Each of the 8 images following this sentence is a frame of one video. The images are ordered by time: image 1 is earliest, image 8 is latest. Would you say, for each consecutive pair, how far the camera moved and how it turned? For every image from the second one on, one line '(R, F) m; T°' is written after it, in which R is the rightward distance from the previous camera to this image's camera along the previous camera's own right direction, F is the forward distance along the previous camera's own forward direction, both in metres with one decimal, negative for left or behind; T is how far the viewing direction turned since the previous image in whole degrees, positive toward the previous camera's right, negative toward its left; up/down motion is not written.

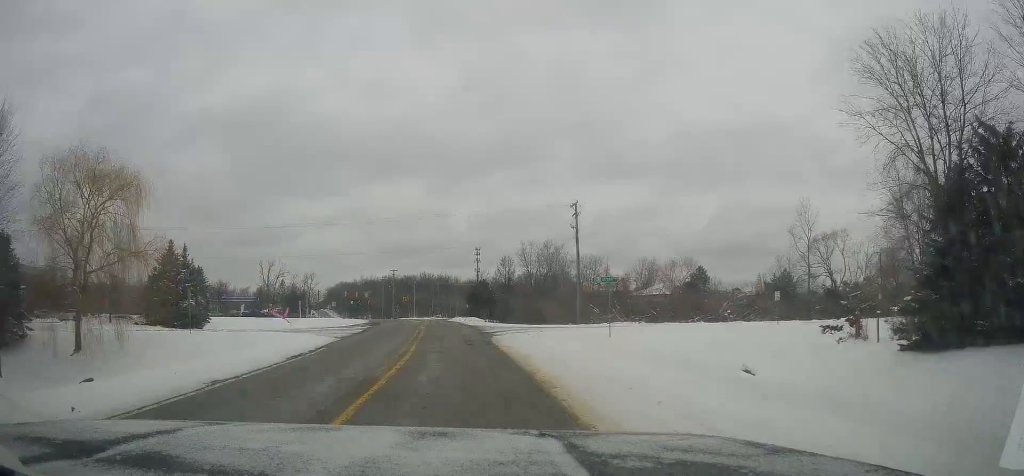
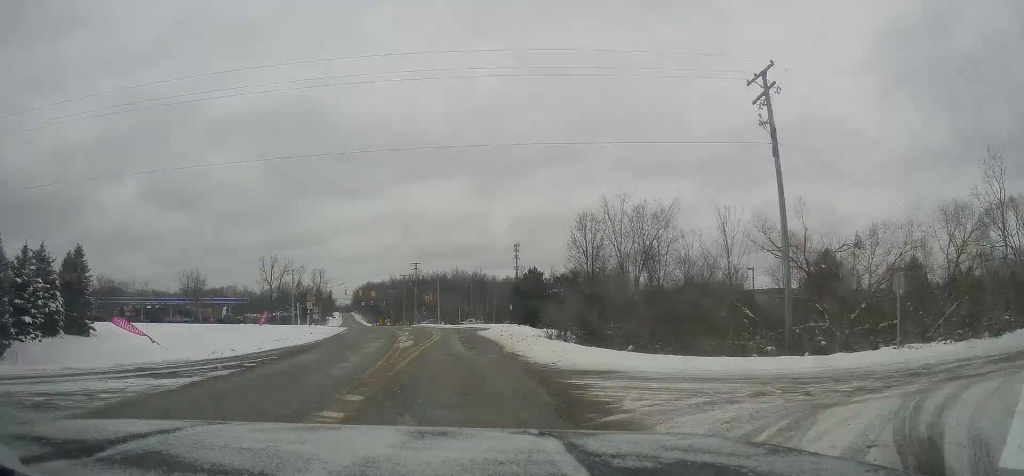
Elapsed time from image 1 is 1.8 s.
(-1.1, +35.1) m; -5°
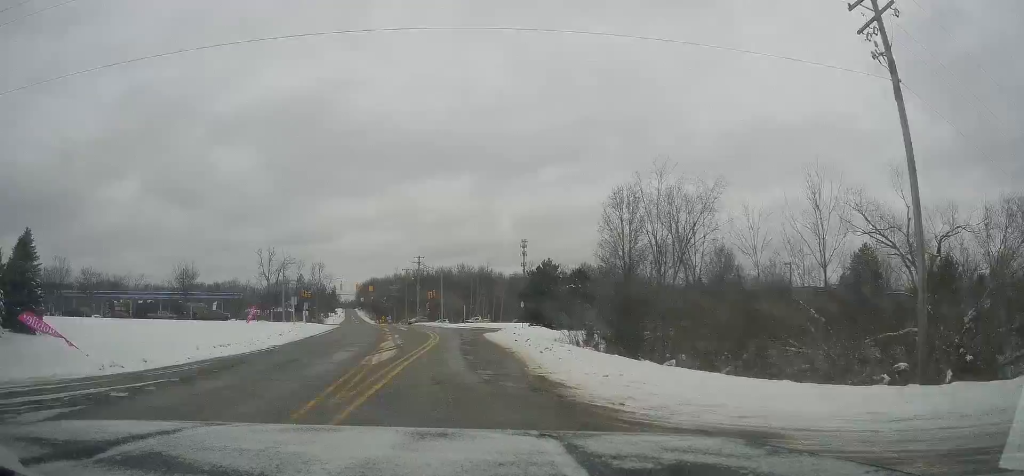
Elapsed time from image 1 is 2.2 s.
(-0.2, +8.3) m; -2°
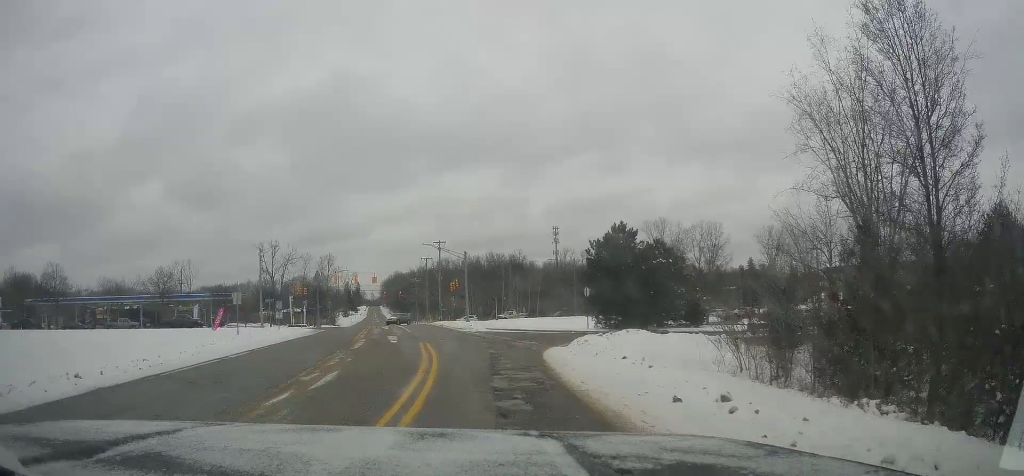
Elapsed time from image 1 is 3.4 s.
(-0.4, +21.6) m; -1°
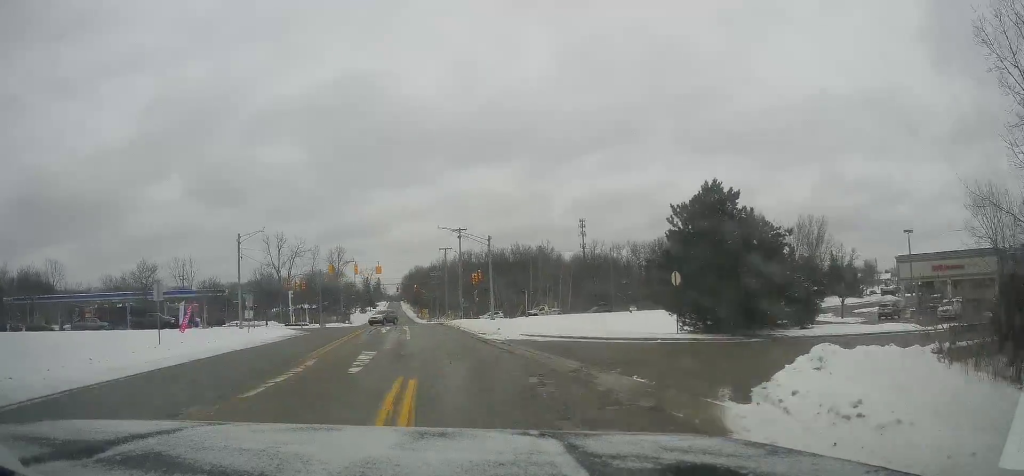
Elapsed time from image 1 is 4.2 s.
(+0.1, +13.7) m; -2°
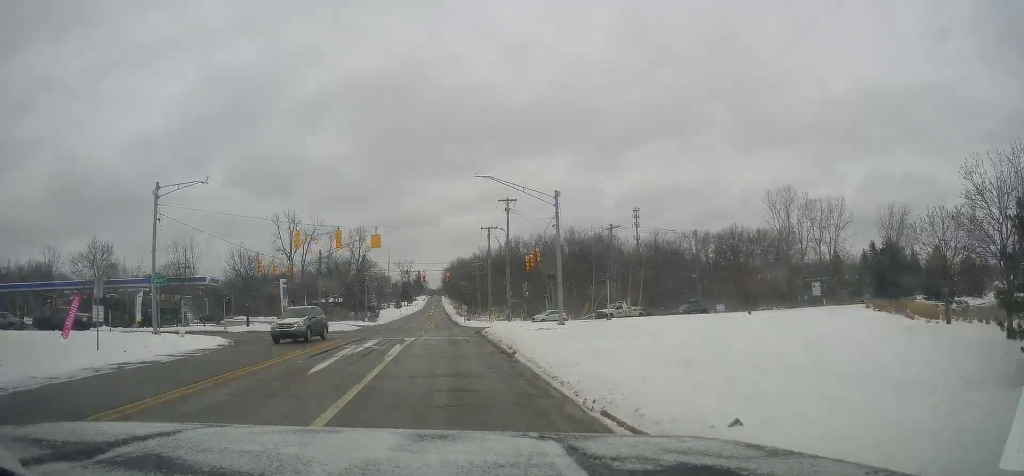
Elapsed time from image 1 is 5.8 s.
(-1.3, +25.4) m; -4°
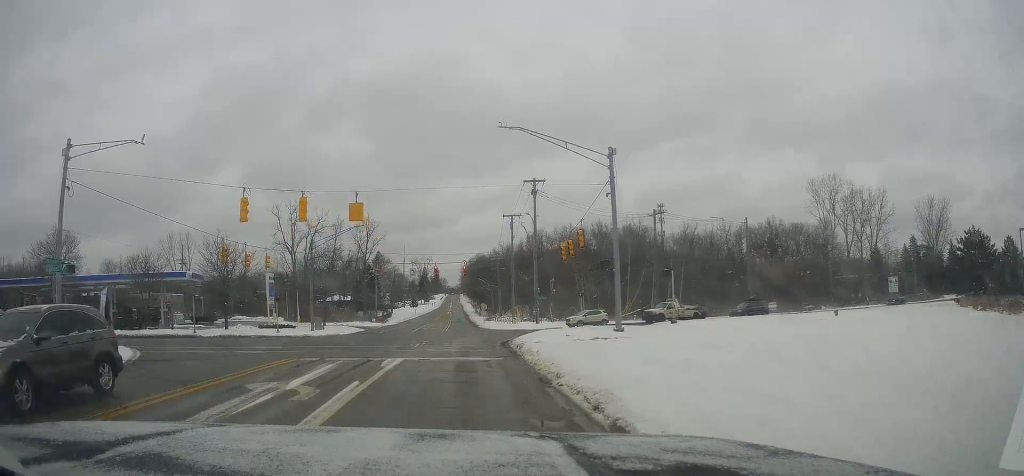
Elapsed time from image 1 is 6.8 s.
(-0.1, +13.3) m; -1°
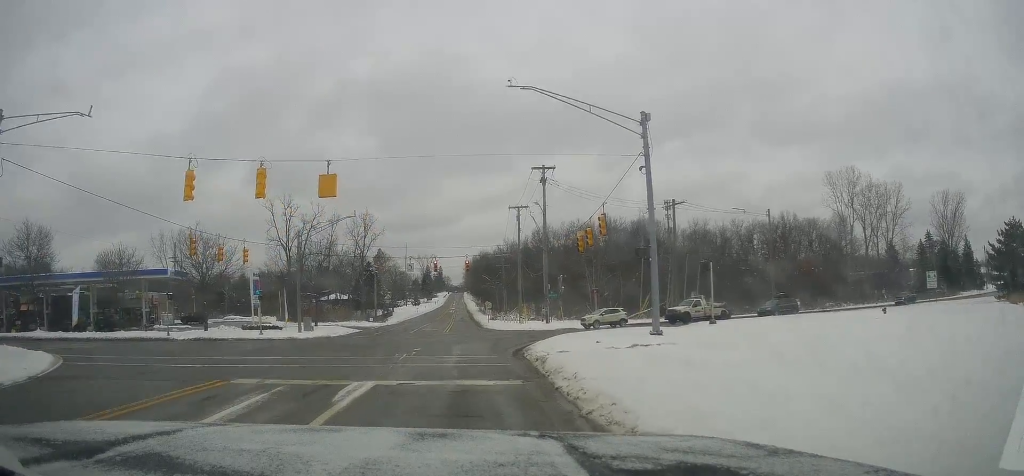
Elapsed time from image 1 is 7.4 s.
(+0.2, +7.0) m; -2°
